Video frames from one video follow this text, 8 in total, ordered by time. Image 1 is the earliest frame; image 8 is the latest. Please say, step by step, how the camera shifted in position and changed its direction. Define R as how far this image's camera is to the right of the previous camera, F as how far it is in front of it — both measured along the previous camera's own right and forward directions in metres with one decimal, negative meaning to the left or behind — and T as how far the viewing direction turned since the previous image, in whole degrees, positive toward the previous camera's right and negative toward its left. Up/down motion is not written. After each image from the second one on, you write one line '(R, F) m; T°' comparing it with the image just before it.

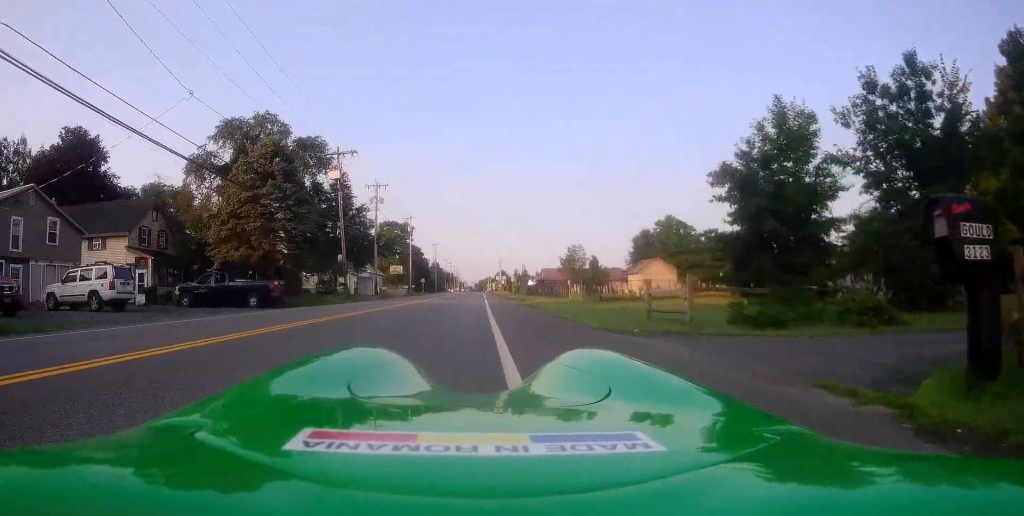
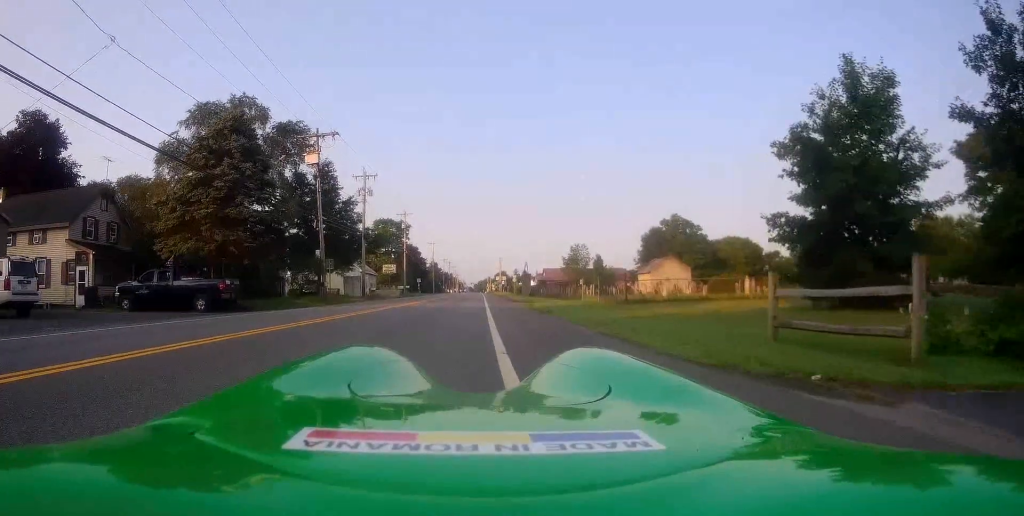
(-0.1, +6.2) m; 0°
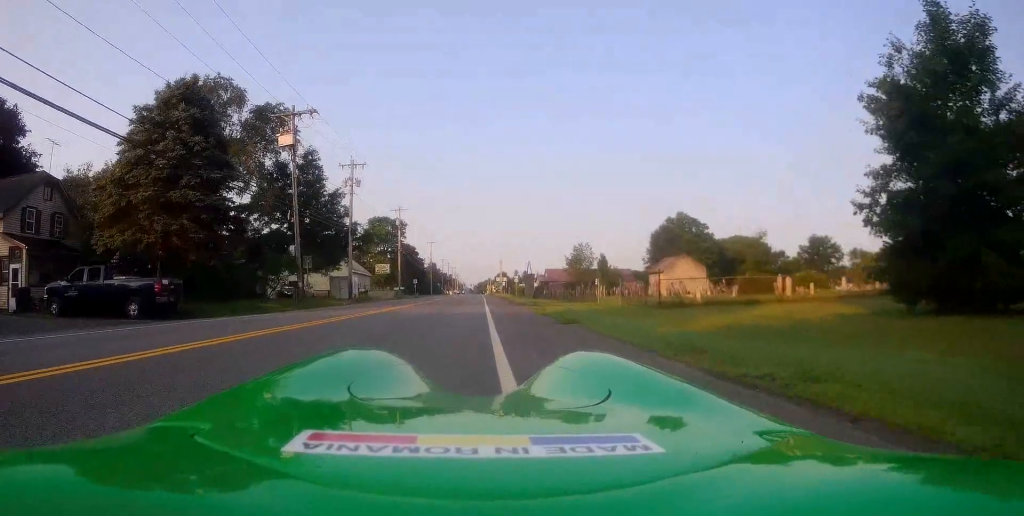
(+0.1, +5.6) m; +1°
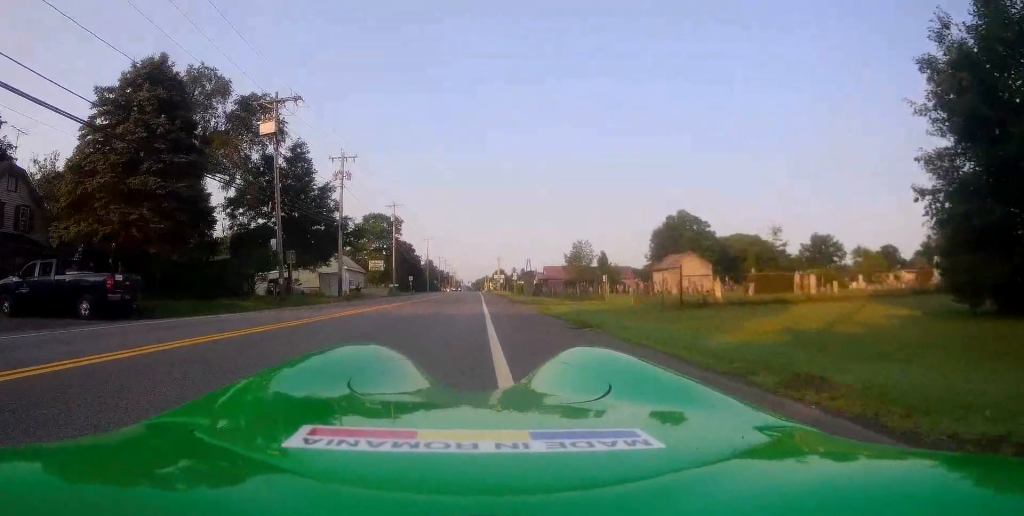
(0.0, +3.0) m; 0°
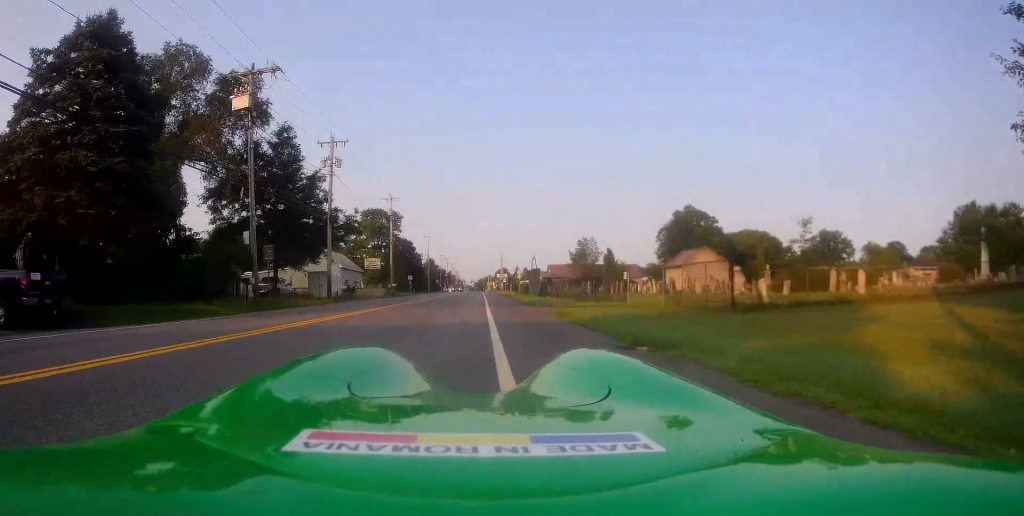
(0.0, +4.1) m; -1°
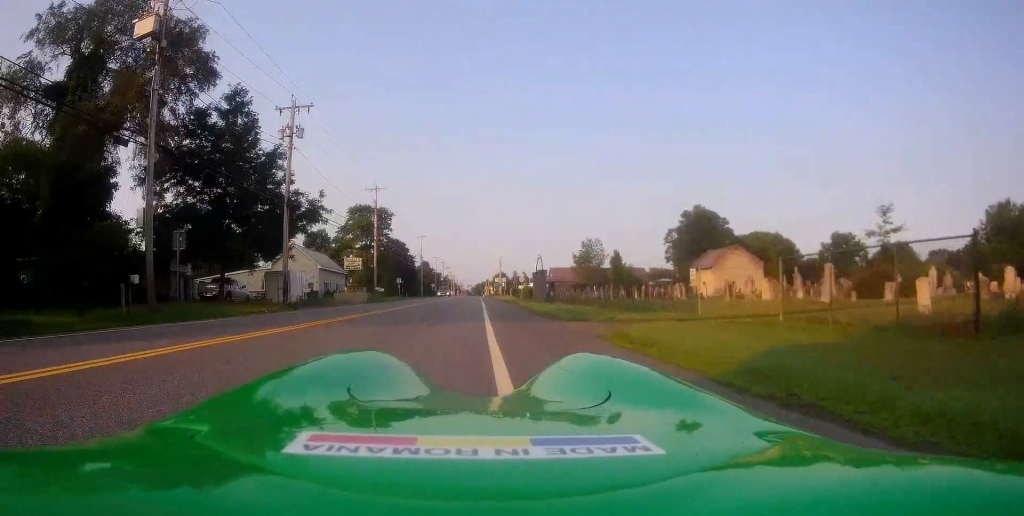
(-0.3, +9.4) m; -4°
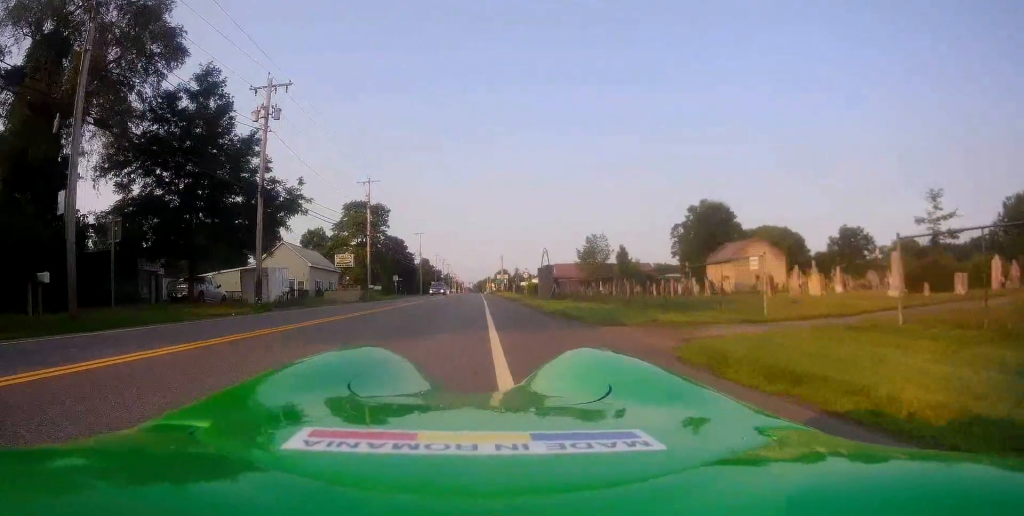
(-0.1, +4.3) m; 0°
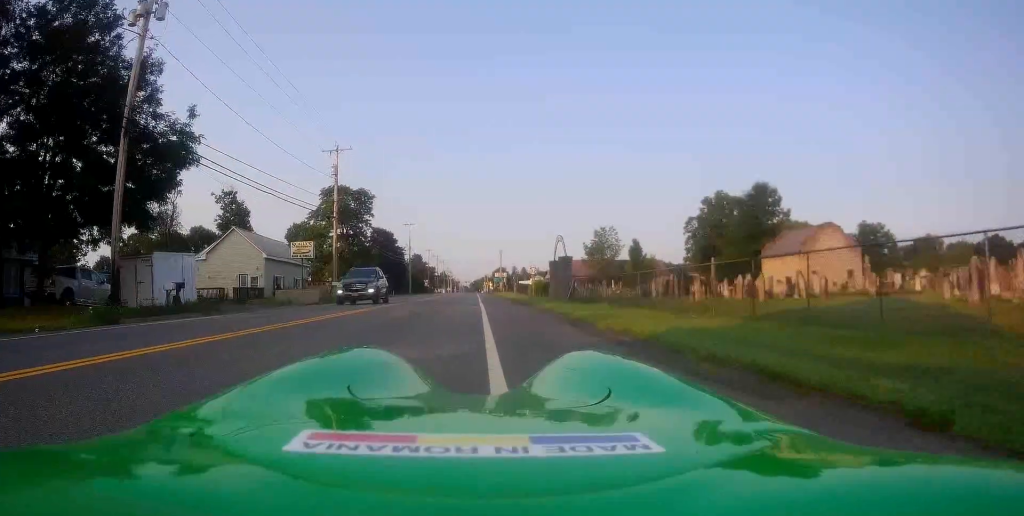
(+0.6, +12.6) m; +4°
